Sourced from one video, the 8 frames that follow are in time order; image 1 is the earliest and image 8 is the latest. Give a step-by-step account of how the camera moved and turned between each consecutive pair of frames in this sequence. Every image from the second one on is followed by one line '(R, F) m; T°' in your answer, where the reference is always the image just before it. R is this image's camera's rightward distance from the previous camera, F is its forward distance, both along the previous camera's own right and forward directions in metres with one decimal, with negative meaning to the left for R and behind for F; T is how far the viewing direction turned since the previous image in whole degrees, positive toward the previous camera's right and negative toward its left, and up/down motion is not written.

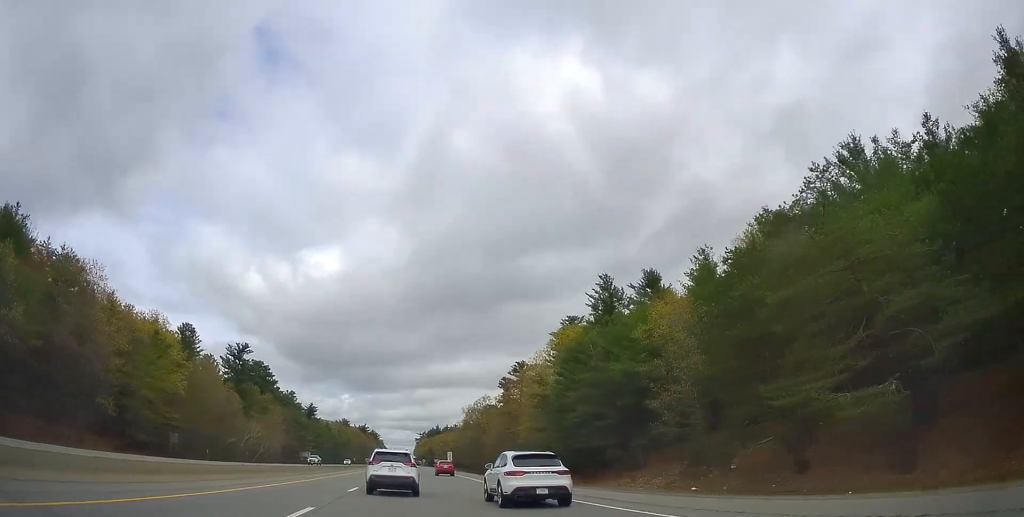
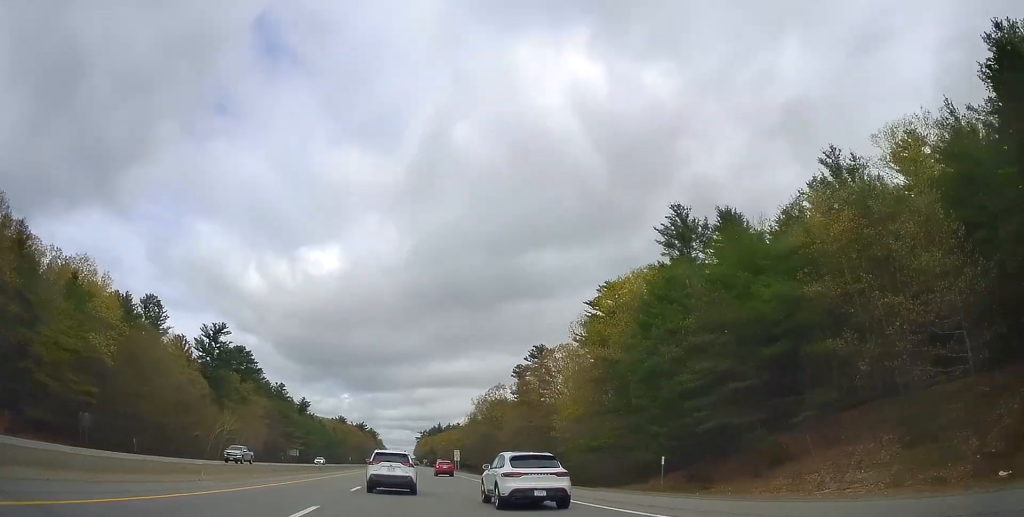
(+0.2, +24.6) m; 0°
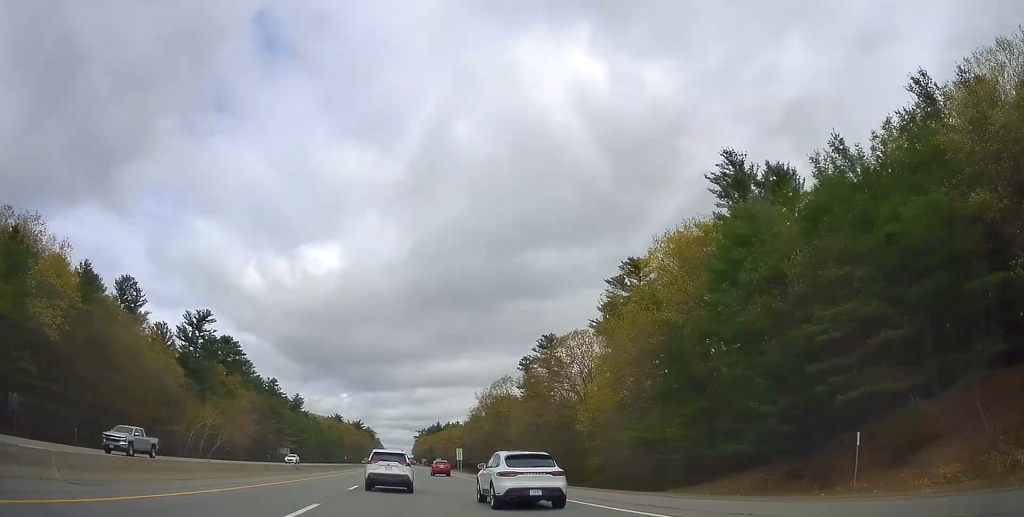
(+0.2, +12.3) m; 0°
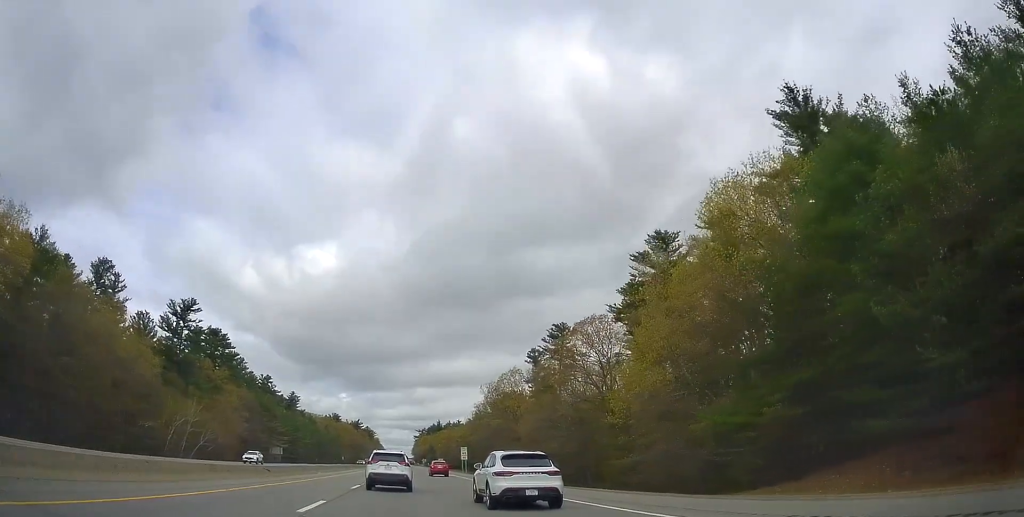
(-0.2, +11.1) m; 0°
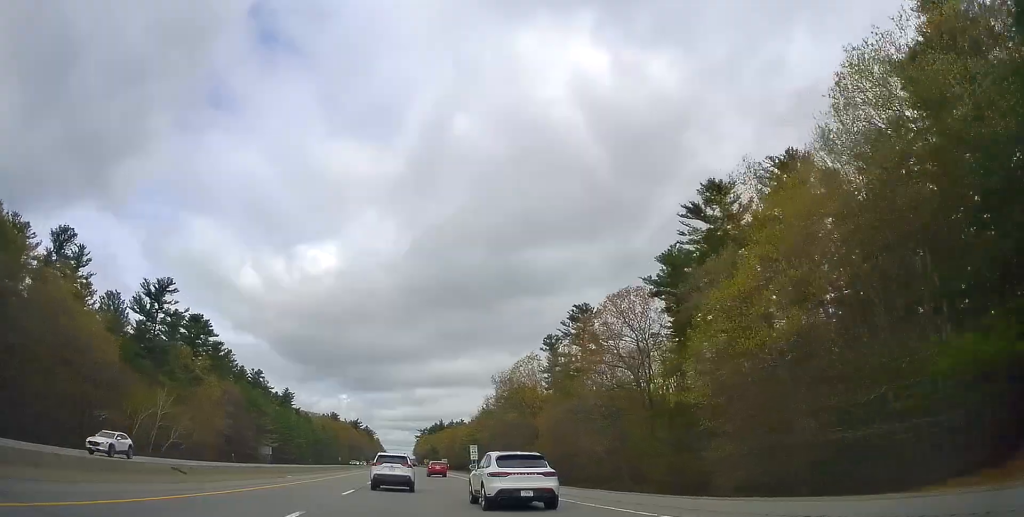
(-0.4, +16.4) m; 0°
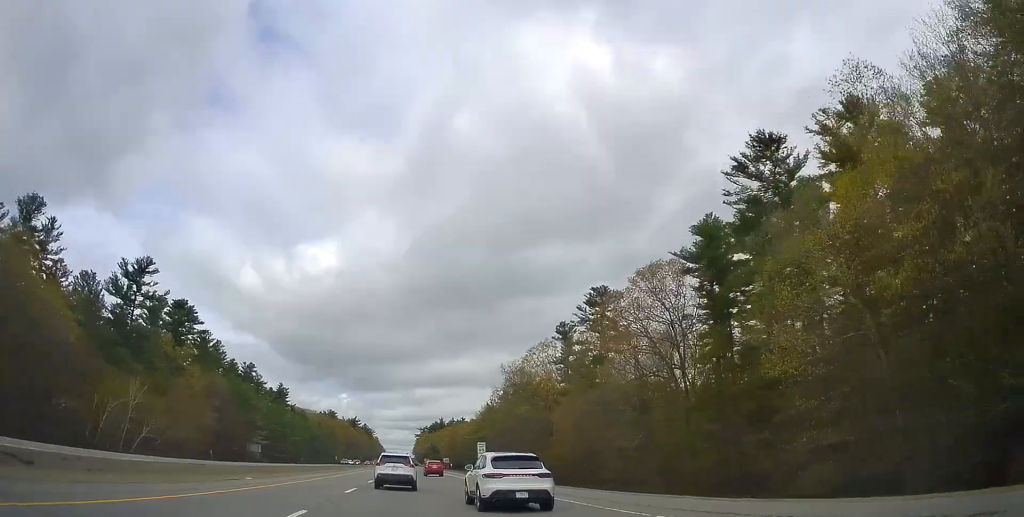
(+0.1, +11.4) m; 0°
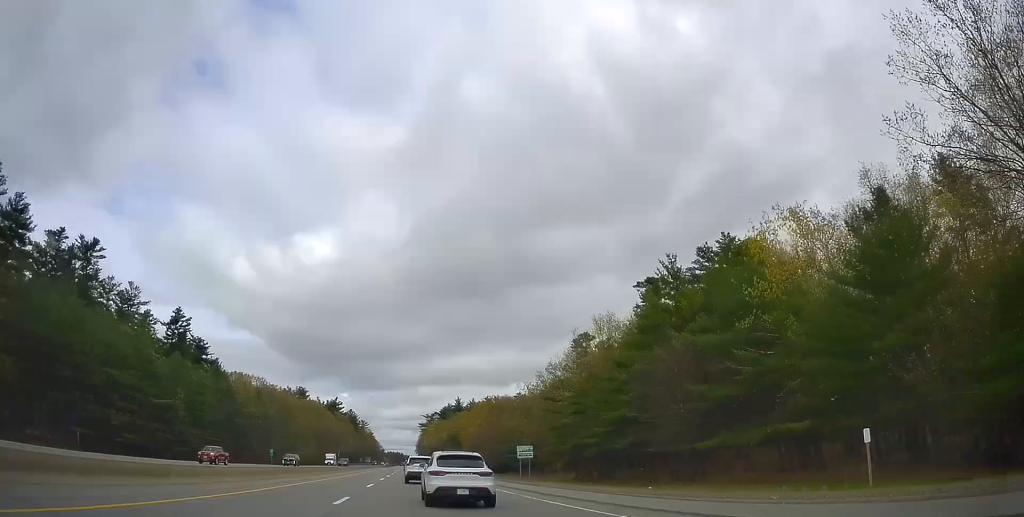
(+1.3, +116.4) m; +2°
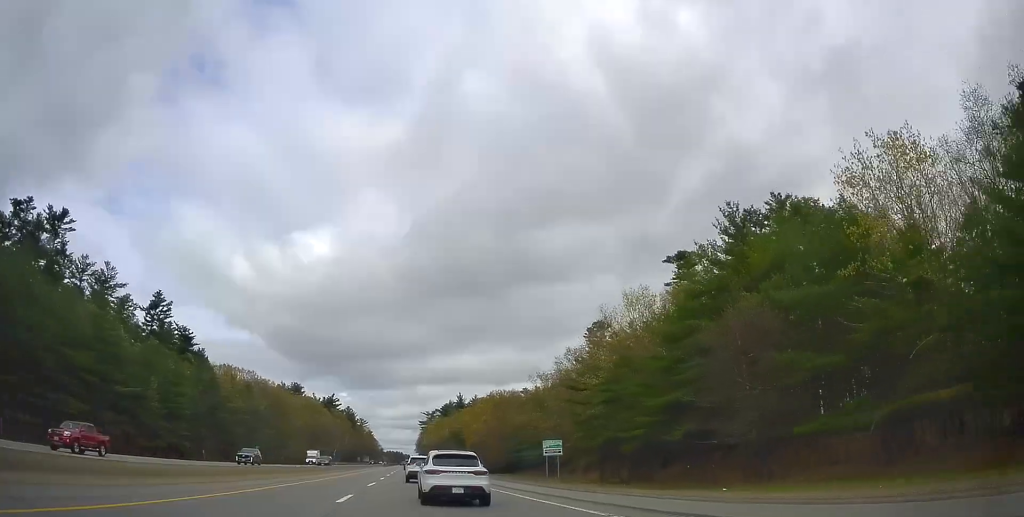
(-0.1, +11.6) m; 0°
